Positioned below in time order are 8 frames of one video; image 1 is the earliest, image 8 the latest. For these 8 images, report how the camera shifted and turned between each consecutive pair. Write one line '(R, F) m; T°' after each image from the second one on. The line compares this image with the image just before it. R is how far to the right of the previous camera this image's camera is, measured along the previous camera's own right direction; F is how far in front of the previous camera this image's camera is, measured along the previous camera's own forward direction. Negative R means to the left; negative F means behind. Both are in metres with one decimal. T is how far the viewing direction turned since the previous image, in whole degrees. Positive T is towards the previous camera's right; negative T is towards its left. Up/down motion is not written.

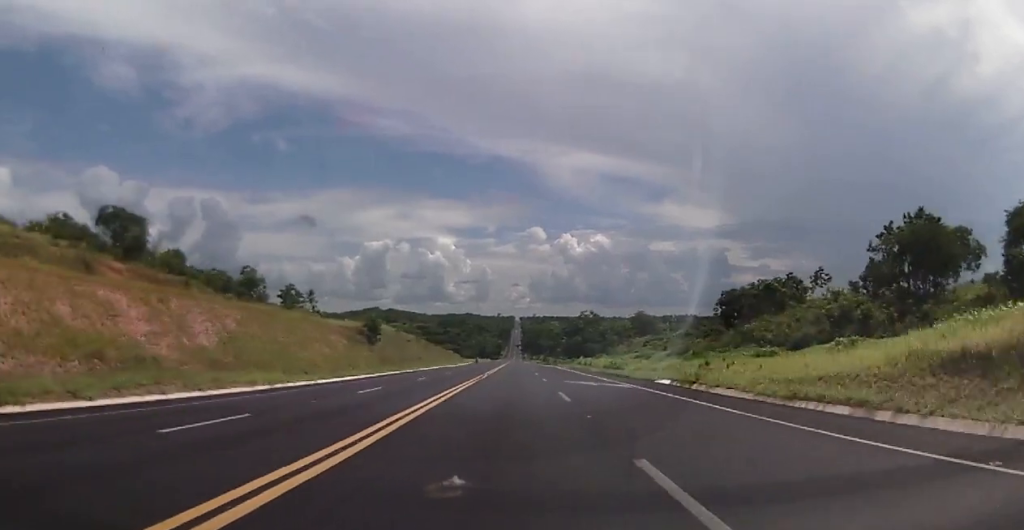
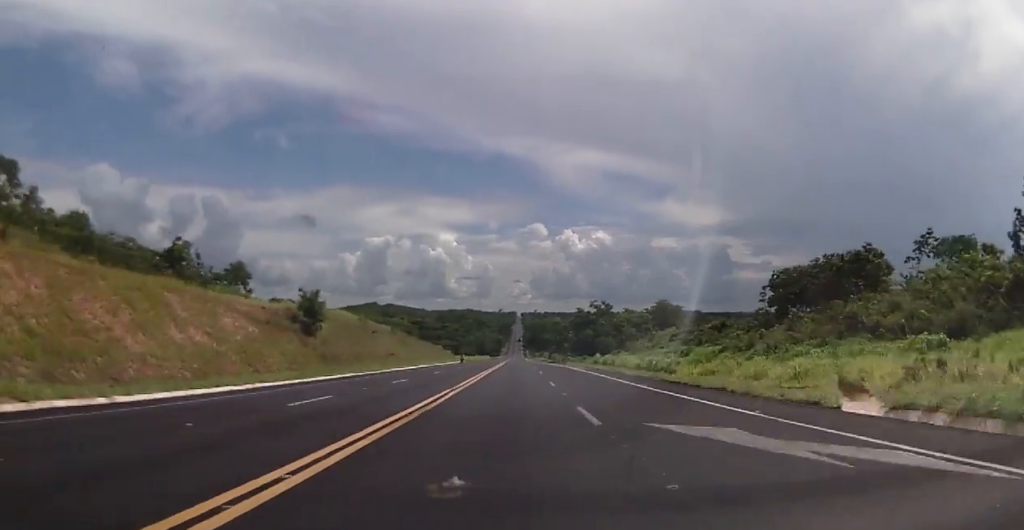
(-0.2, +23.3) m; +1°
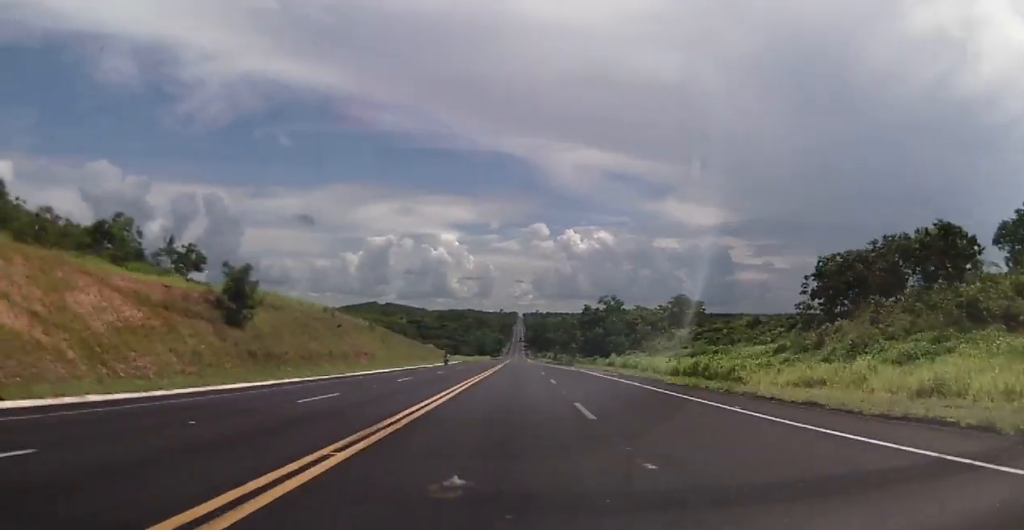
(+0.3, +14.6) m; 0°
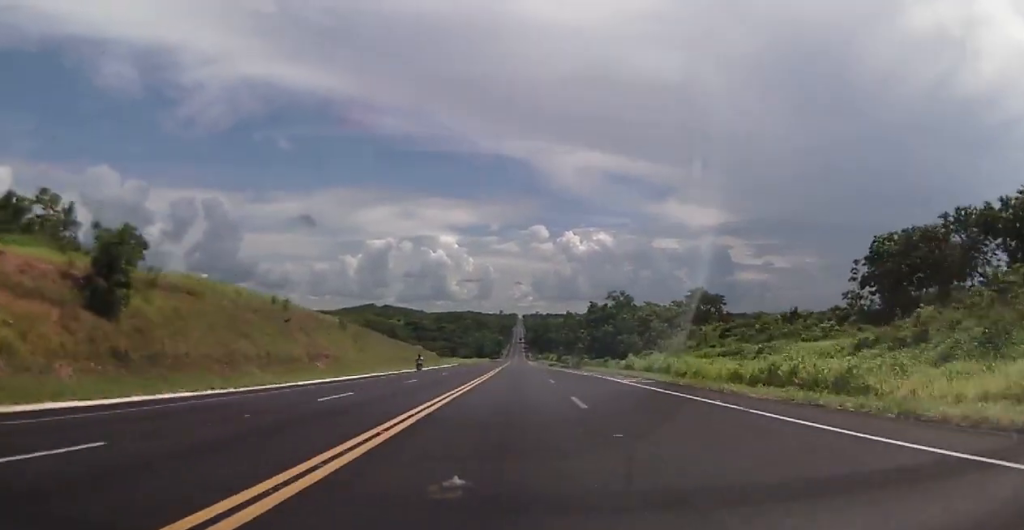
(+0.2, +13.5) m; 0°
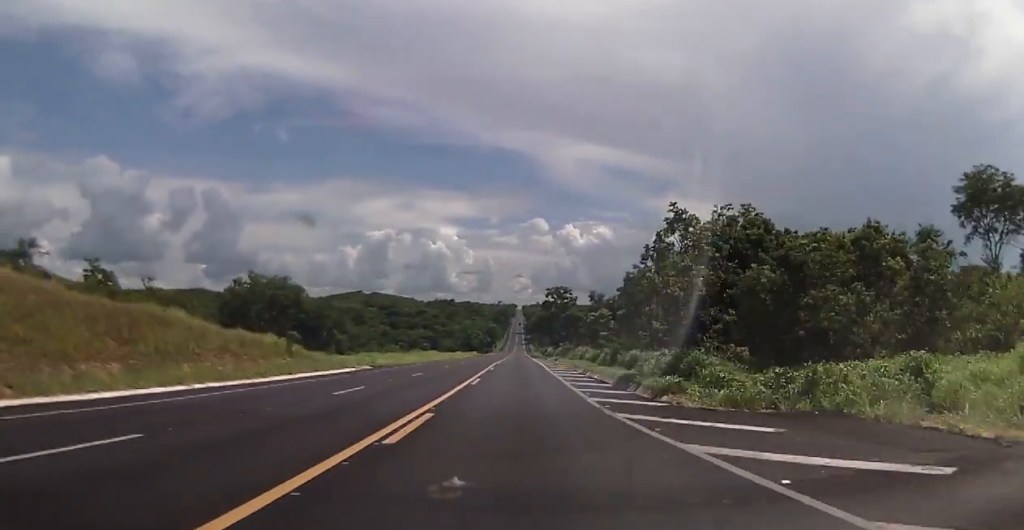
(-0.9, +75.1) m; -1°
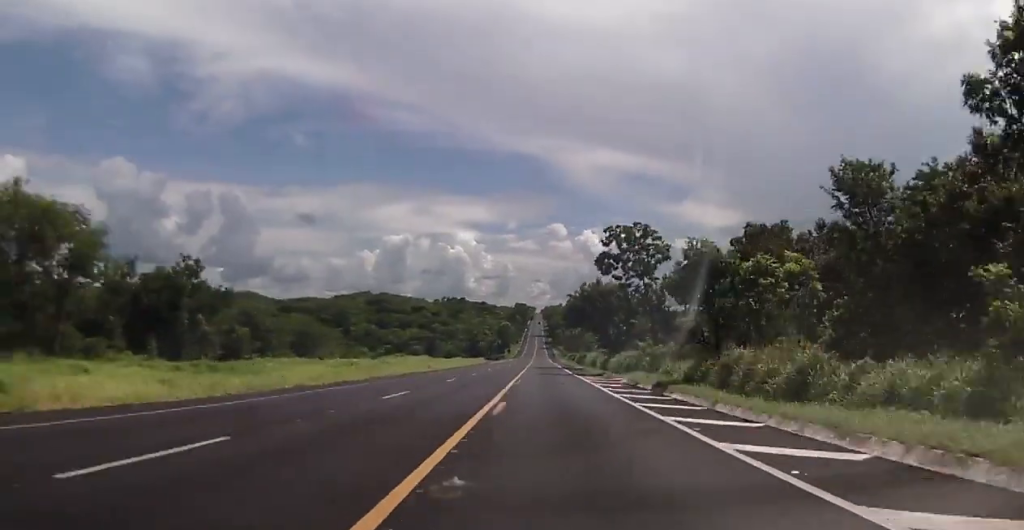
(+0.3, +60.0) m; 0°
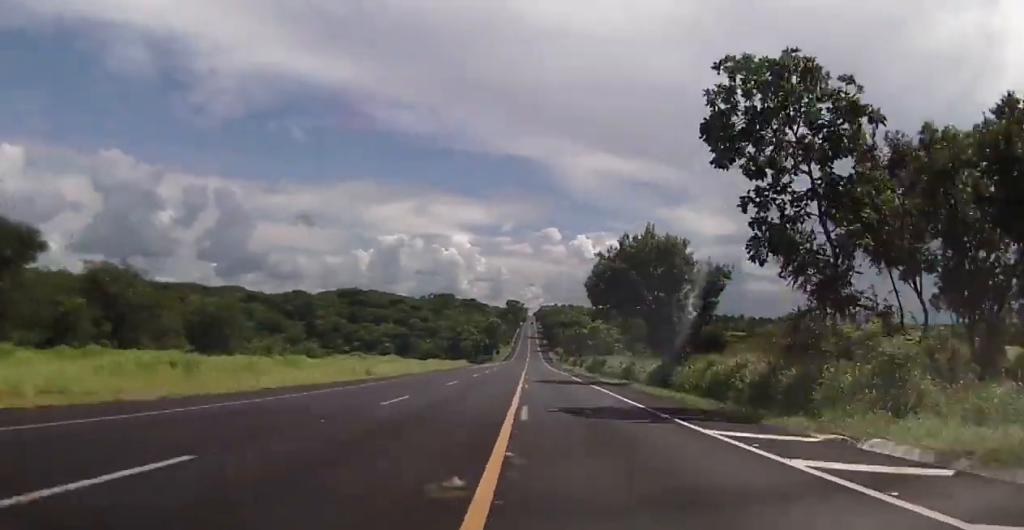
(-0.3, +32.6) m; -1°
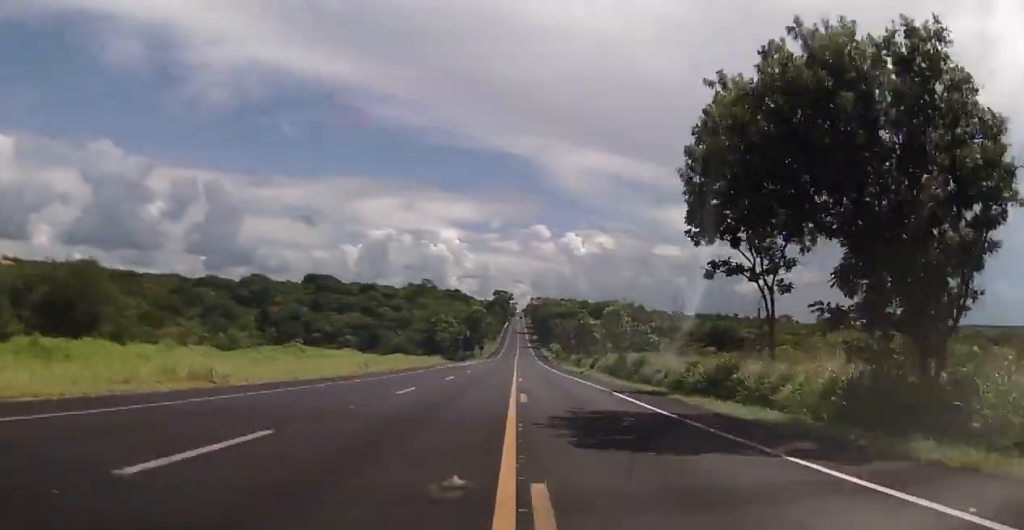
(-0.1, +28.1) m; 0°
